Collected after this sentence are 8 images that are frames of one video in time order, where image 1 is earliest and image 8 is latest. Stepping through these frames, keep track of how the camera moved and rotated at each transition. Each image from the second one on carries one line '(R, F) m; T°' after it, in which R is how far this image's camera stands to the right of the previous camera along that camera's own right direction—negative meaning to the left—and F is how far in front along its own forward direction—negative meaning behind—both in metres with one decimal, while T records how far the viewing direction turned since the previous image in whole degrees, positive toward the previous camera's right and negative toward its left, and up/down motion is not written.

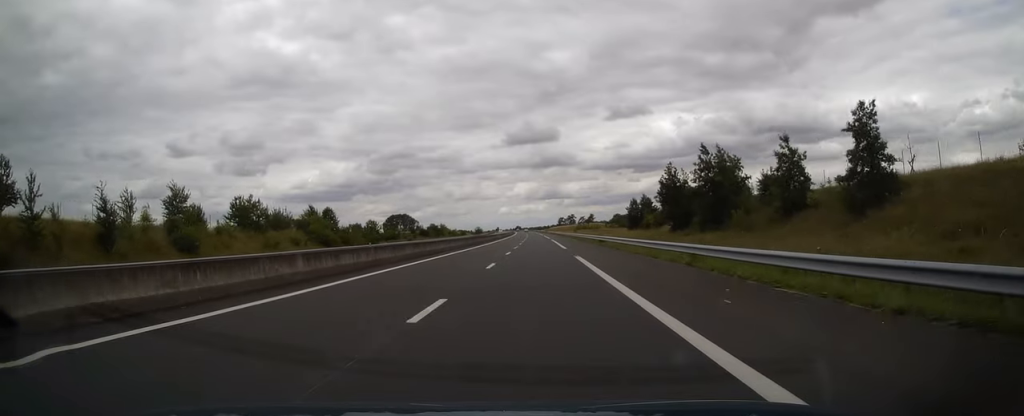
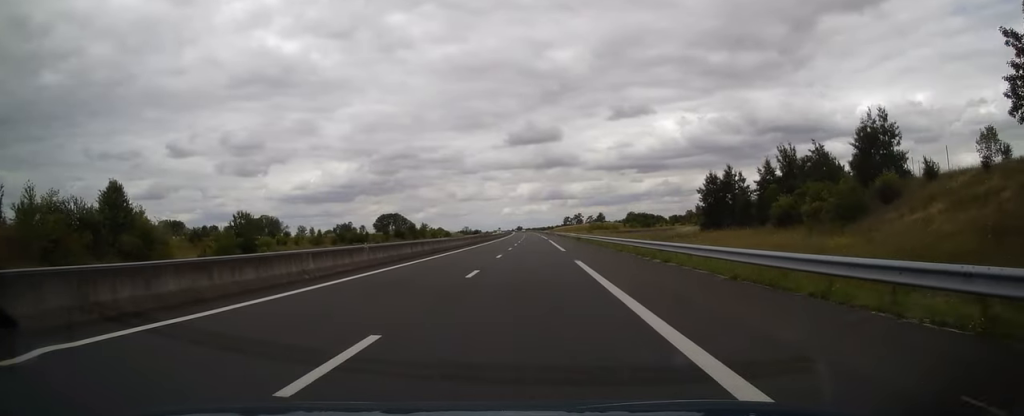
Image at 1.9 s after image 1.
(-0.6, +55.6) m; -1°
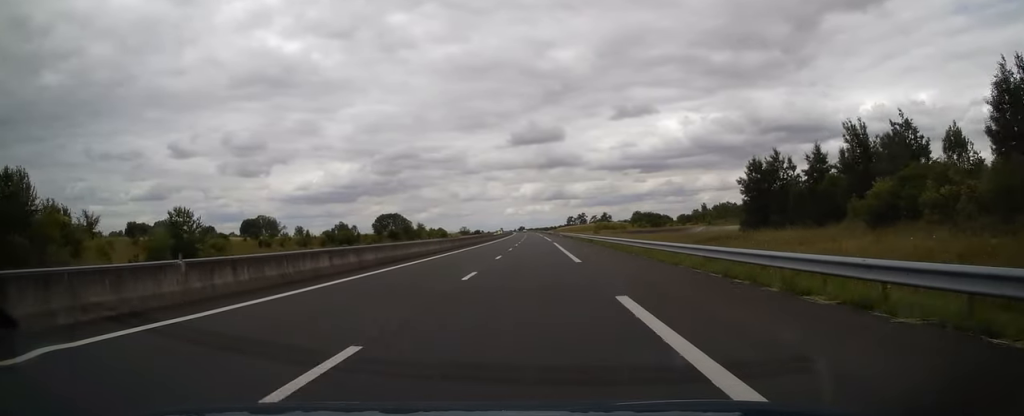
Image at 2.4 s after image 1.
(0.0, +13.6) m; 0°
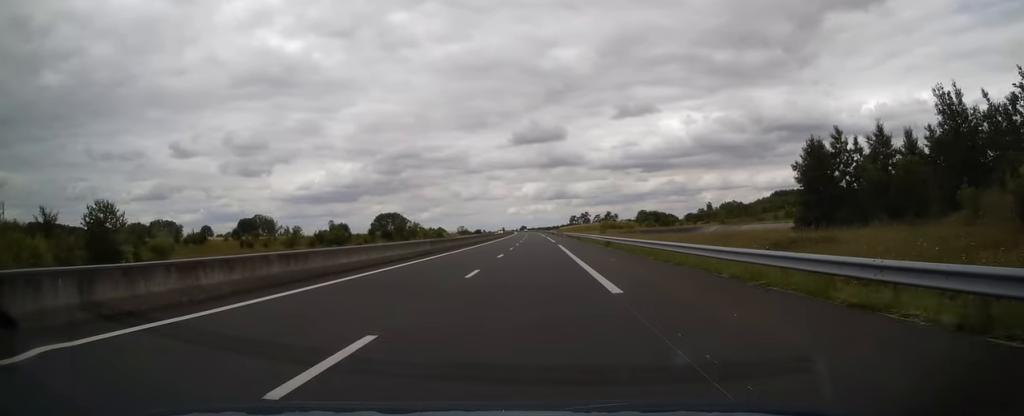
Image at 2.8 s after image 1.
(0.0, +12.2) m; 0°
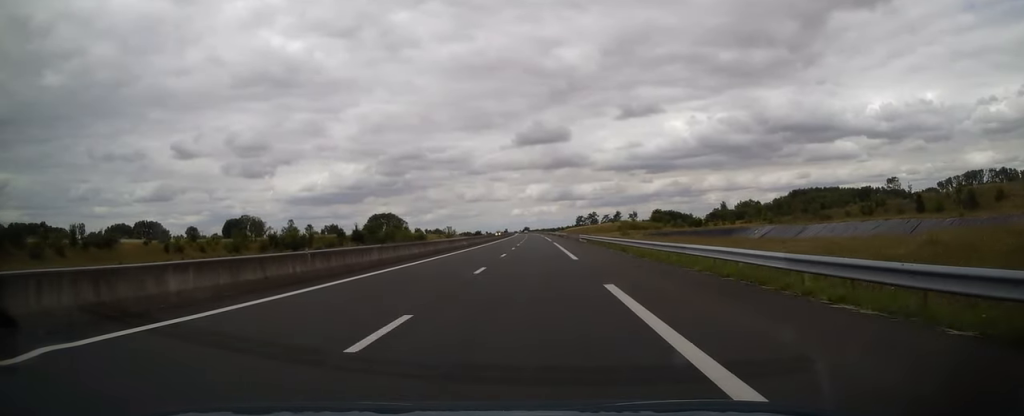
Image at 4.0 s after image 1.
(0.0, +36.6) m; -1°
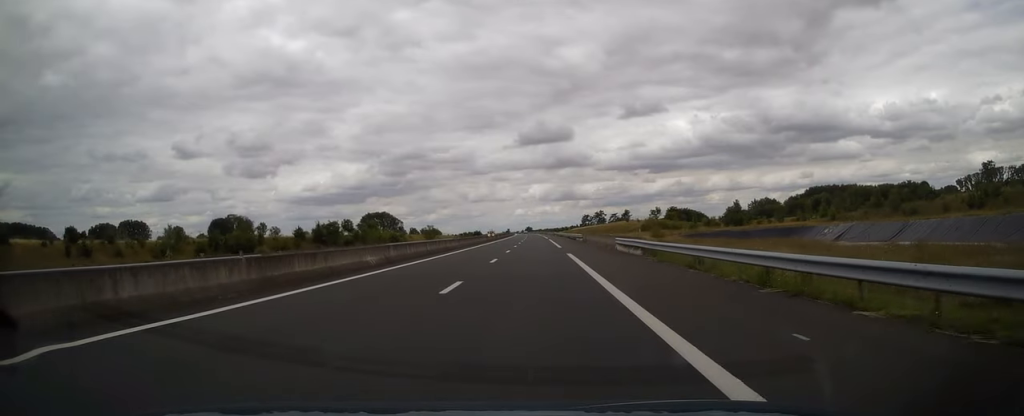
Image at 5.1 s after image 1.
(-0.4, +32.1) m; 0°
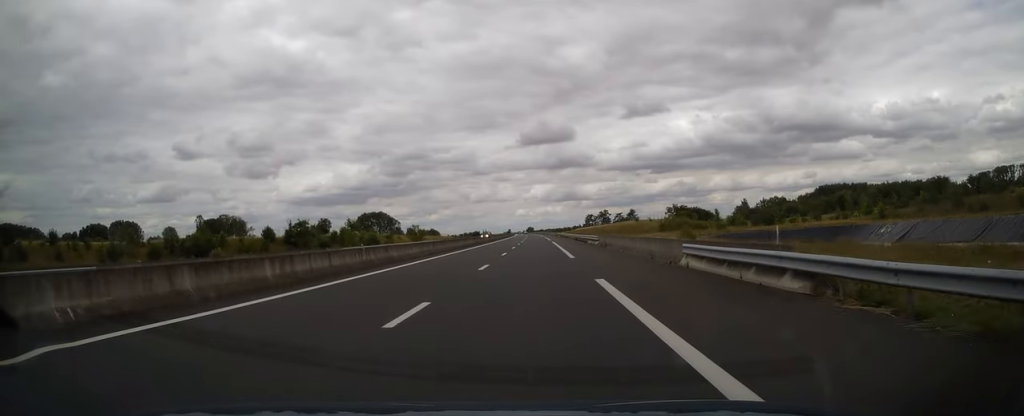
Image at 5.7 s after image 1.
(+0.1, +17.5) m; 0°
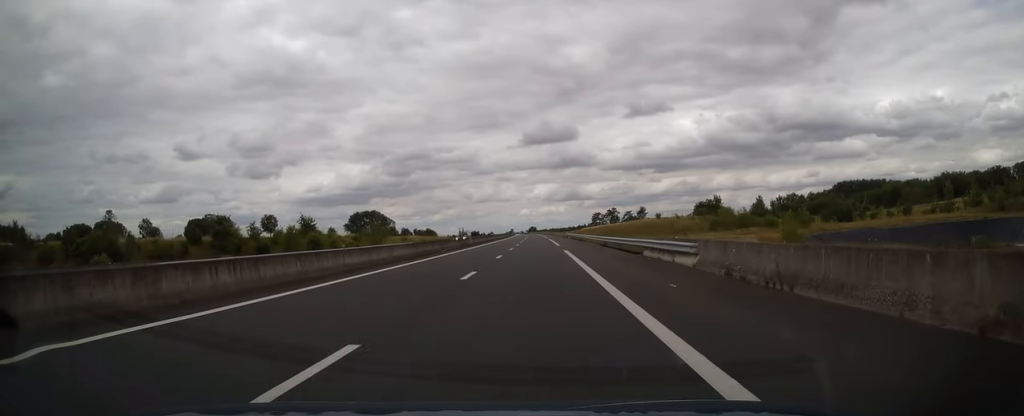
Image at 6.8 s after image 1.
(0.0, +30.2) m; 0°
